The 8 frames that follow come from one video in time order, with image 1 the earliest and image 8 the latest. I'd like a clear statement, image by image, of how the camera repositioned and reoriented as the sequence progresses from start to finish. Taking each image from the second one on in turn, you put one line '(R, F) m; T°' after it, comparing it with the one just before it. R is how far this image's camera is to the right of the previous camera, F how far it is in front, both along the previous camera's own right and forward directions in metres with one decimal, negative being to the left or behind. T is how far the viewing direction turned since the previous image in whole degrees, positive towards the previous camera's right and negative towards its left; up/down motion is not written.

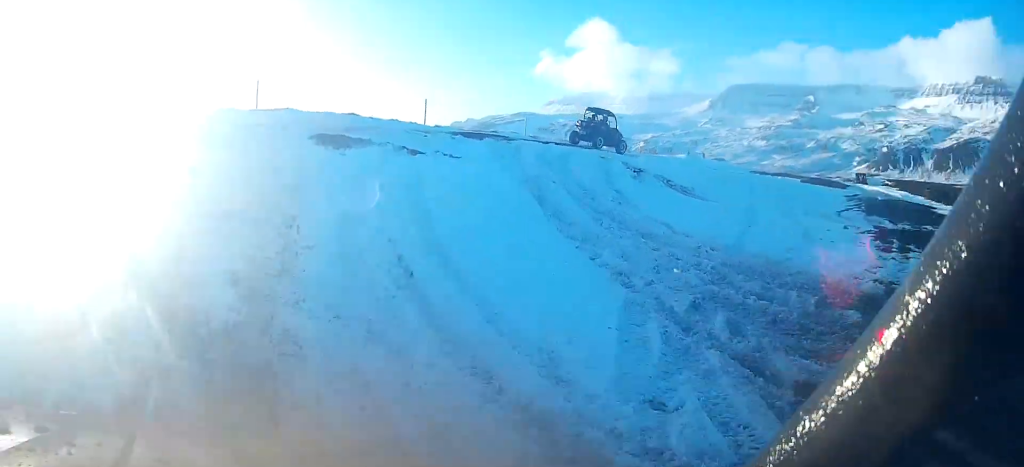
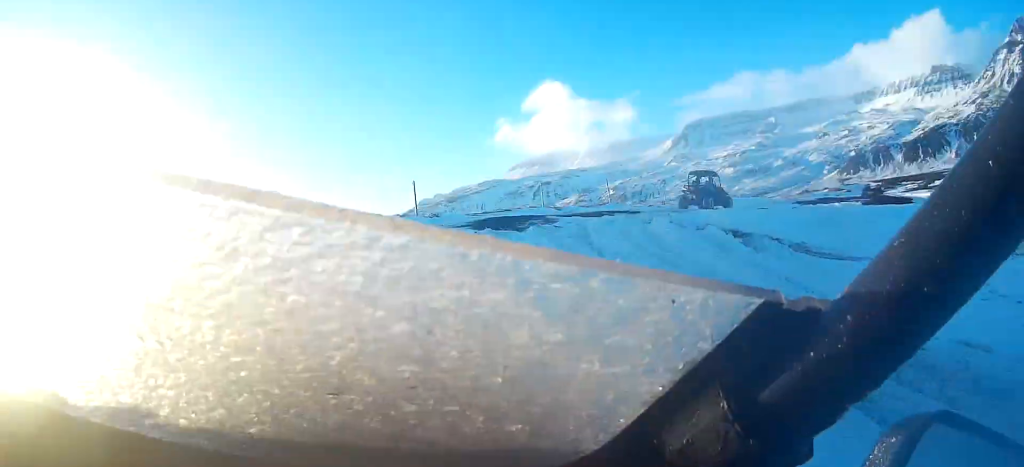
(+0.2, +6.5) m; +2°
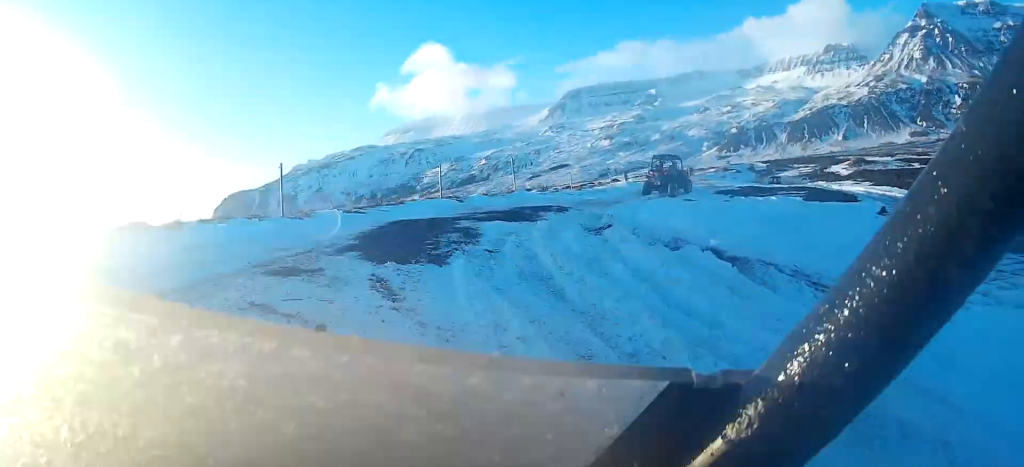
(0.0, +4.5) m; +3°
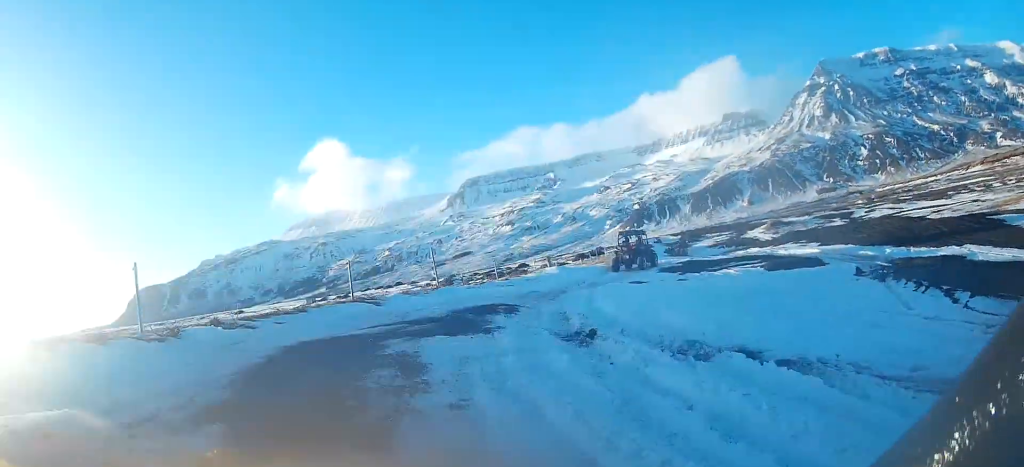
(0.0, +3.7) m; +6°
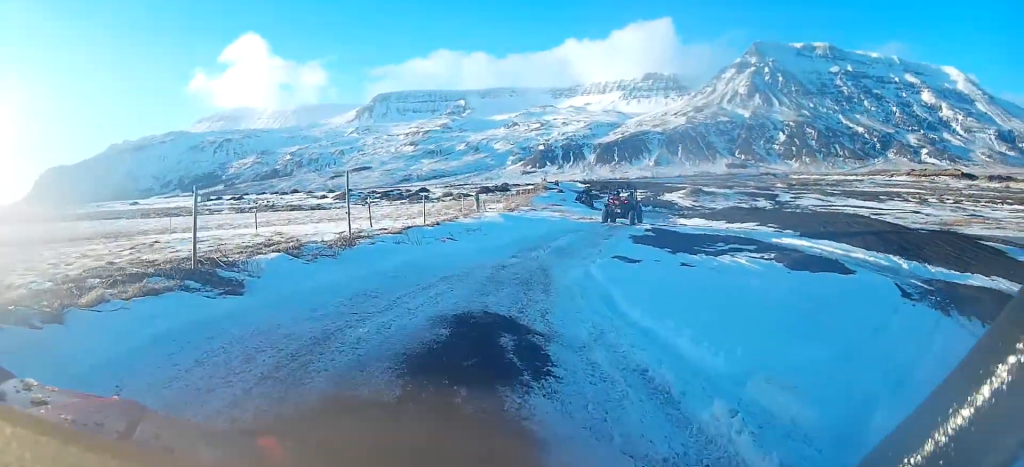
(+1.0, +6.4) m; +18°
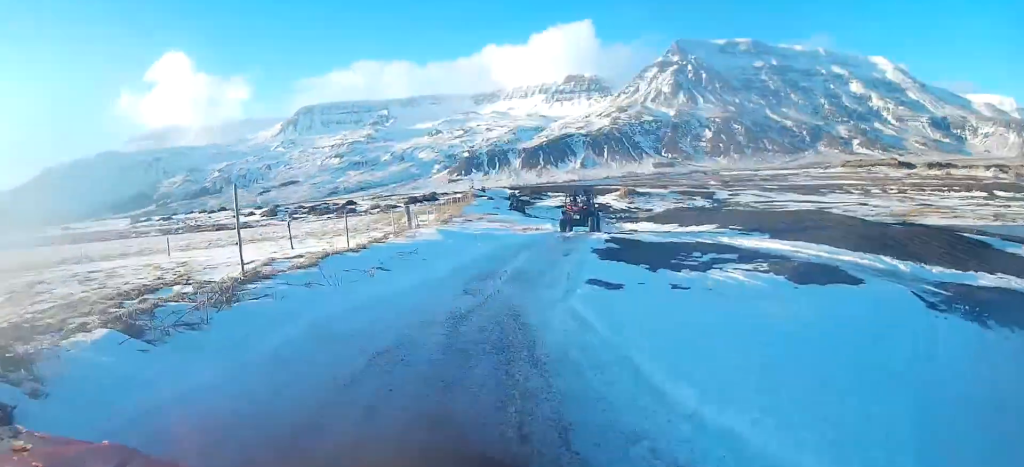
(-0.1, +3.0) m; +9°
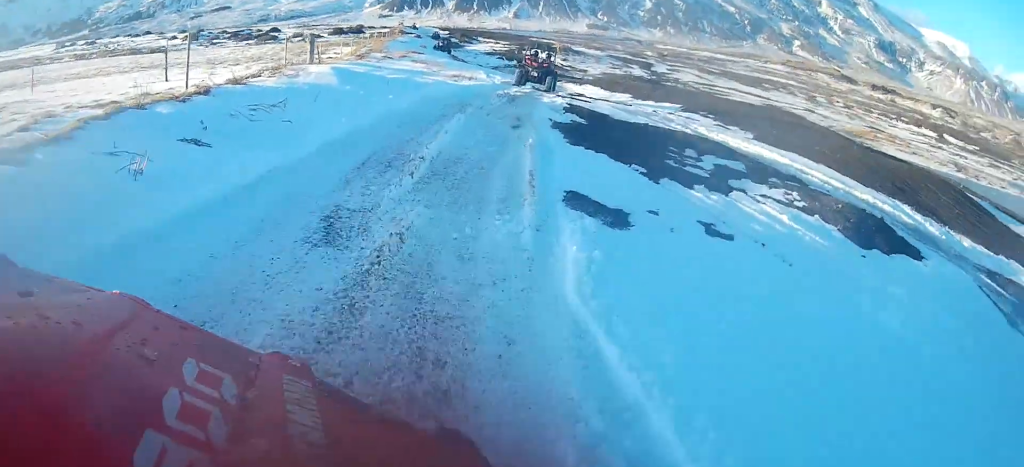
(+0.8, +5.1) m; +13°
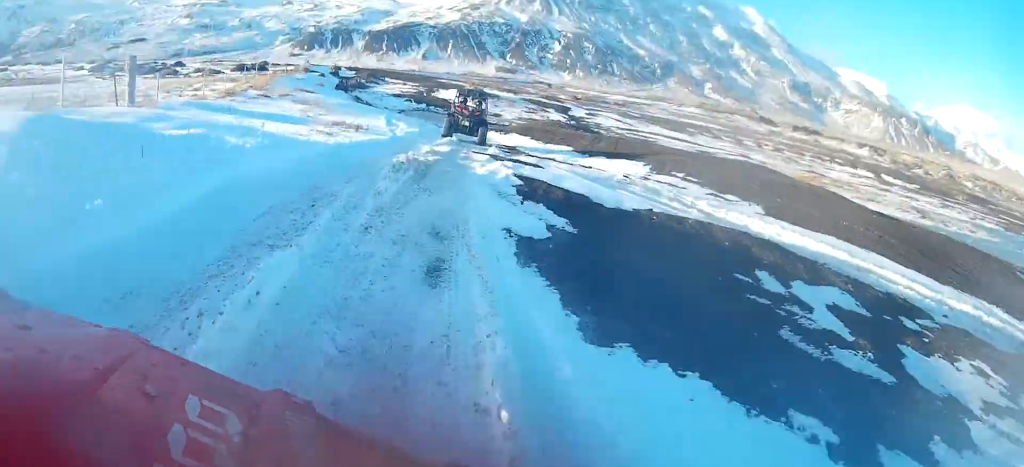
(+0.7, +6.3) m; +9°
